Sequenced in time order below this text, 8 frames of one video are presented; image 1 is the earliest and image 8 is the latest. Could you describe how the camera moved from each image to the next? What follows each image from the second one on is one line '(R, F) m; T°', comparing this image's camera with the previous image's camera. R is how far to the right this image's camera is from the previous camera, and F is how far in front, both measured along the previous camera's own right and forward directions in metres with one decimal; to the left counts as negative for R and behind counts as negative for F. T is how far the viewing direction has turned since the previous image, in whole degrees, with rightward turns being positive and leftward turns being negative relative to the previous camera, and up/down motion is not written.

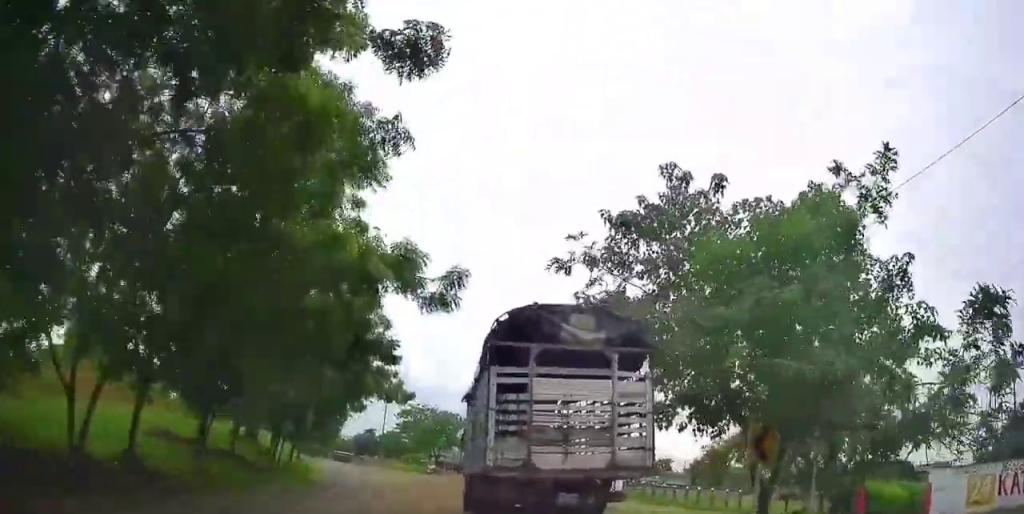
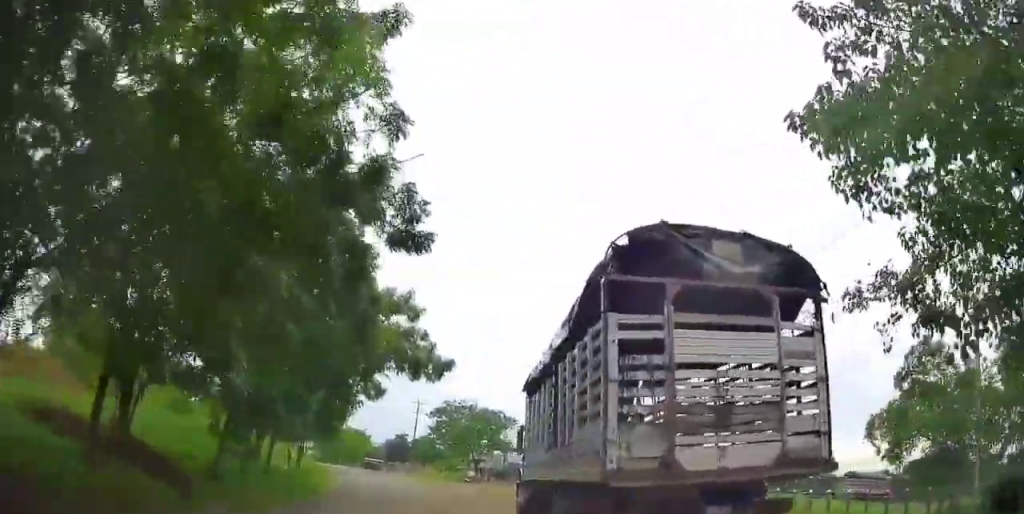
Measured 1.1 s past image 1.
(-0.4, +8.9) m; -3°
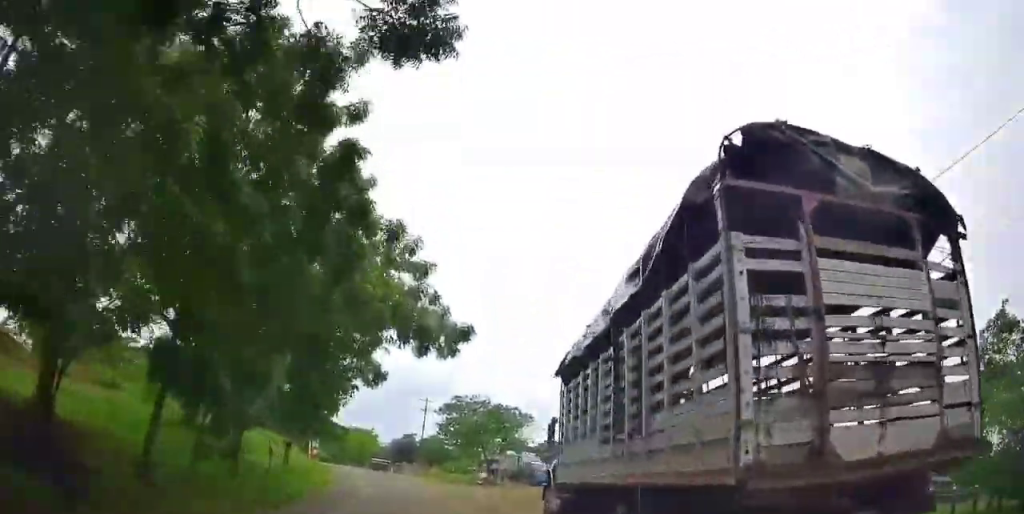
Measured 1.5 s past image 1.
(0.0, +3.7) m; -1°
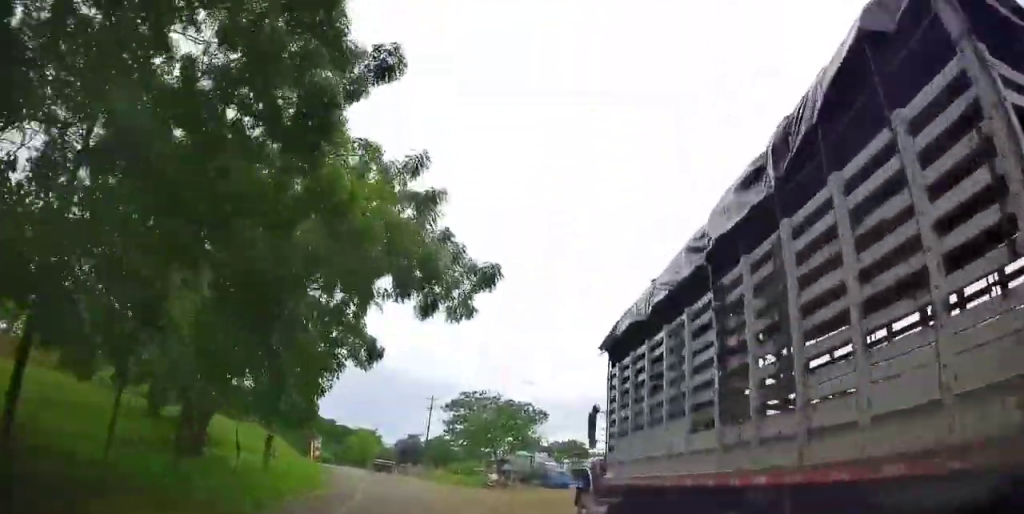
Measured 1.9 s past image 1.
(+0.1, +3.6) m; -1°
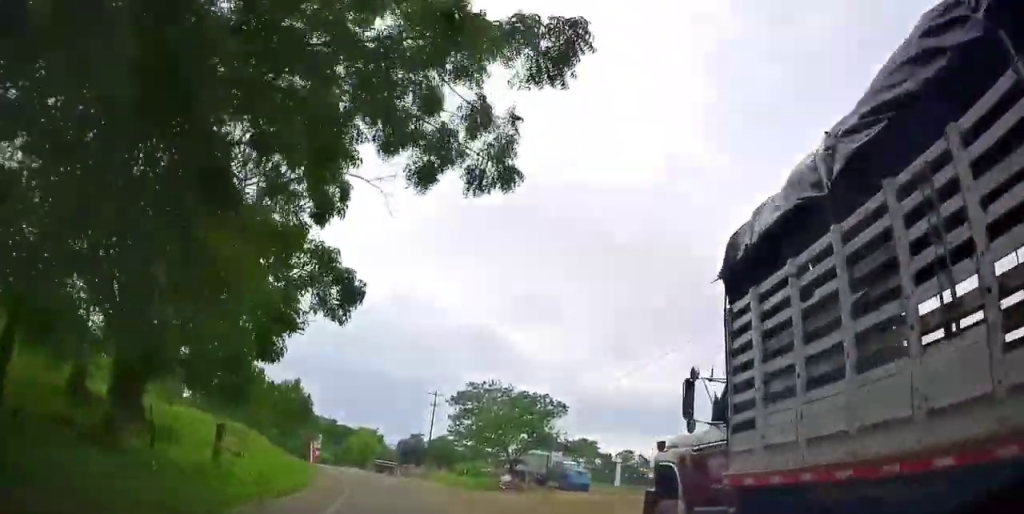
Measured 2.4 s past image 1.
(0.0, +4.9) m; -1°
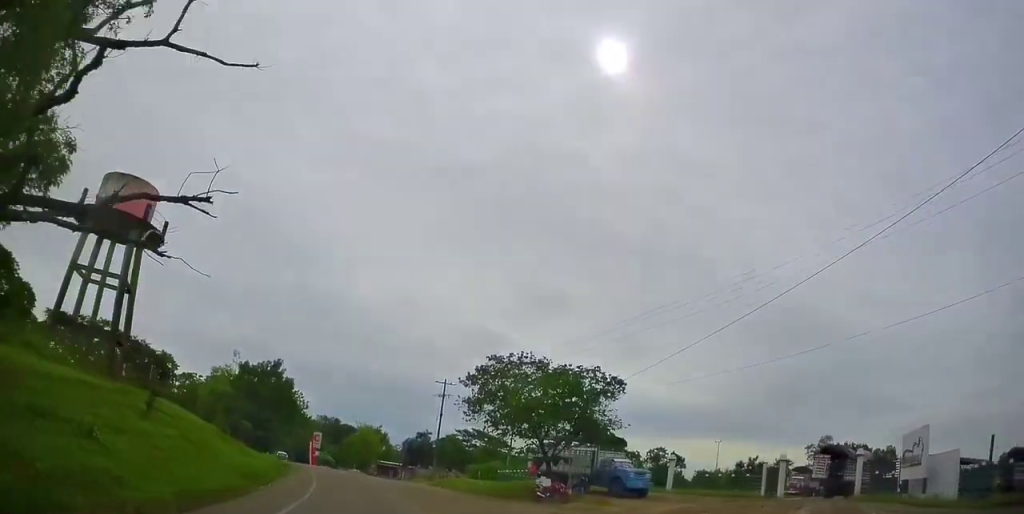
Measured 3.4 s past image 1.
(-0.4, +10.5) m; -2°
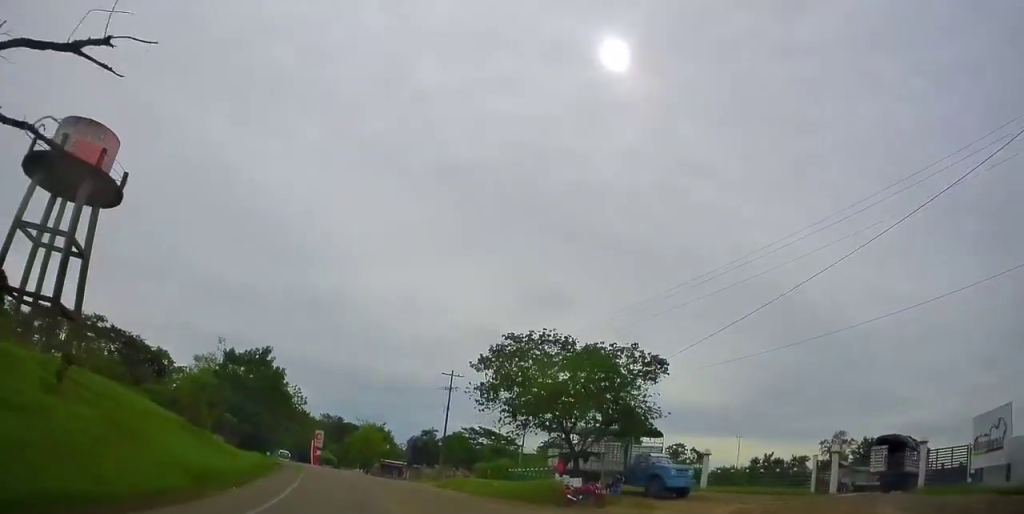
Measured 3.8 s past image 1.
(0.0, +5.0) m; 0°
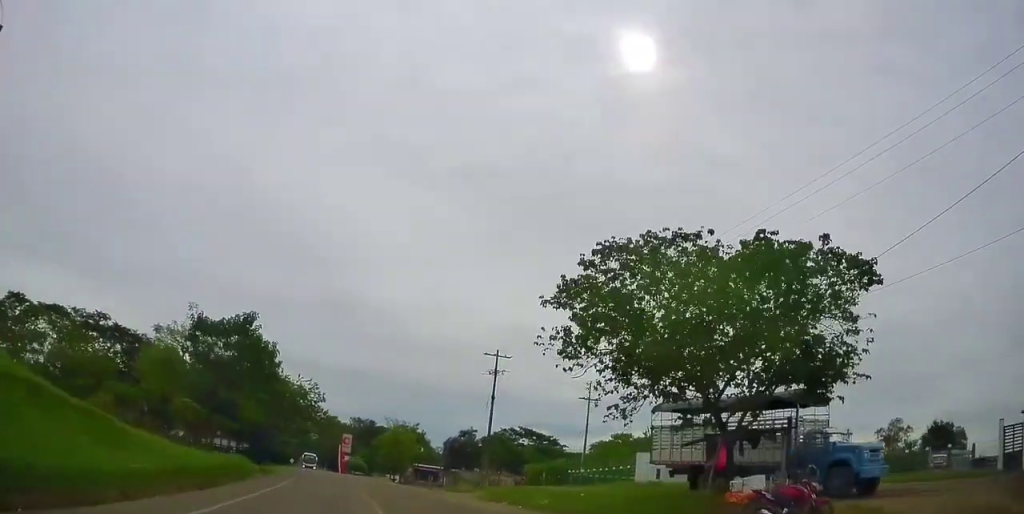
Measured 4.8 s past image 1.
(0.0, +11.6) m; -1°
